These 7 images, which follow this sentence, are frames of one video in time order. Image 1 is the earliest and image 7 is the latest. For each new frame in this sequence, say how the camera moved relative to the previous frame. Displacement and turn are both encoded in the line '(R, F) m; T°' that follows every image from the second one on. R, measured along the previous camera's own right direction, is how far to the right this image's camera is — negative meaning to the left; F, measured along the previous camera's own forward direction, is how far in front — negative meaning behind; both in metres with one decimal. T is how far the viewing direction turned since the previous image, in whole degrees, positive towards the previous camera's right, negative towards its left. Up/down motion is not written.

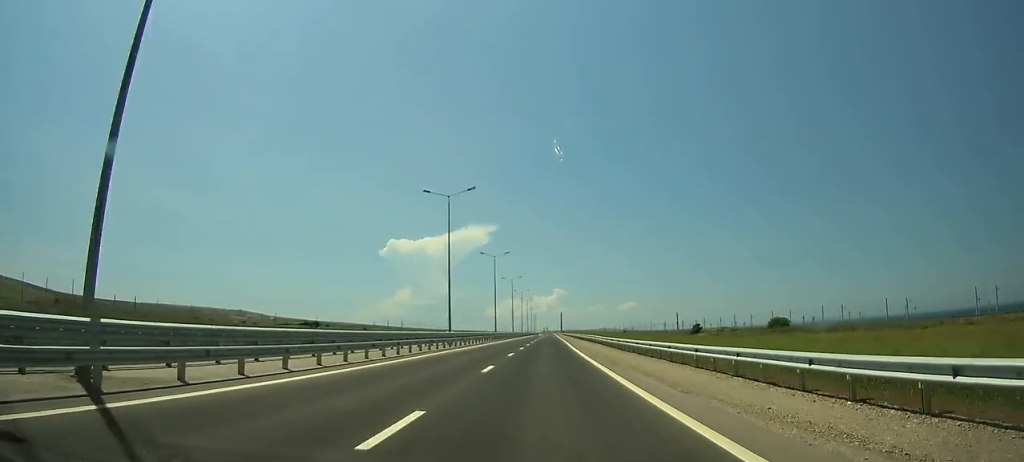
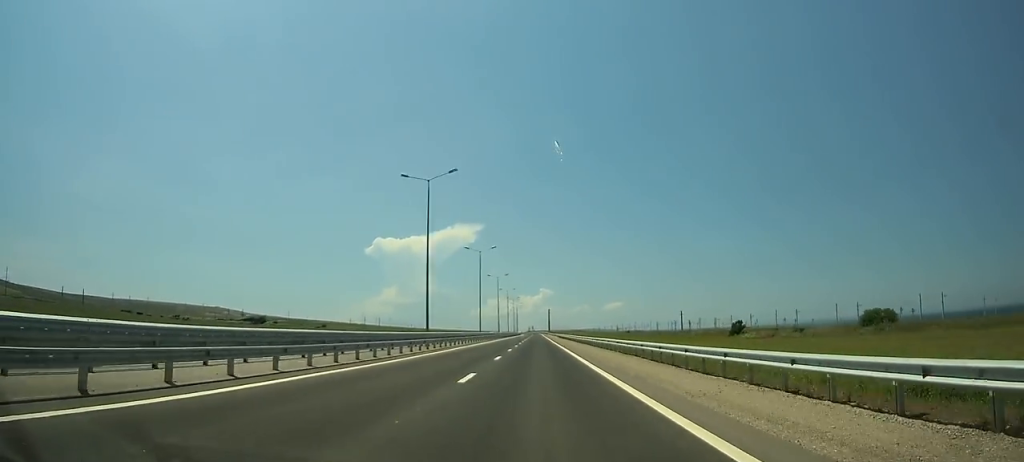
(+5.3, +87.5) m; +4°
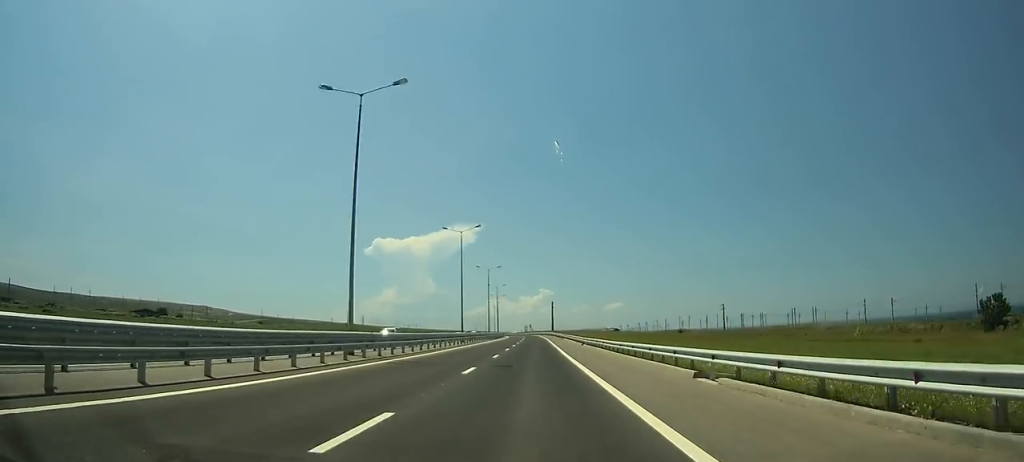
(+1.2, +140.9) m; -1°
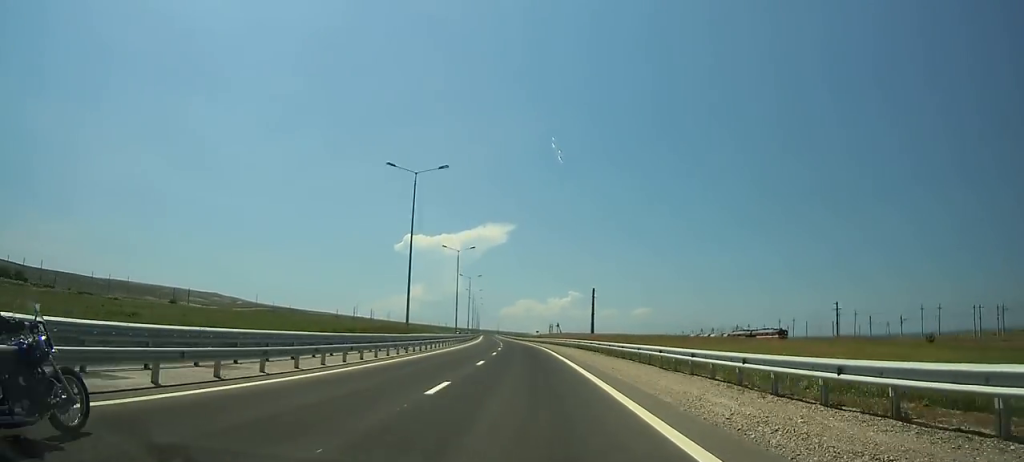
(-7.2, +150.9) m; -5°
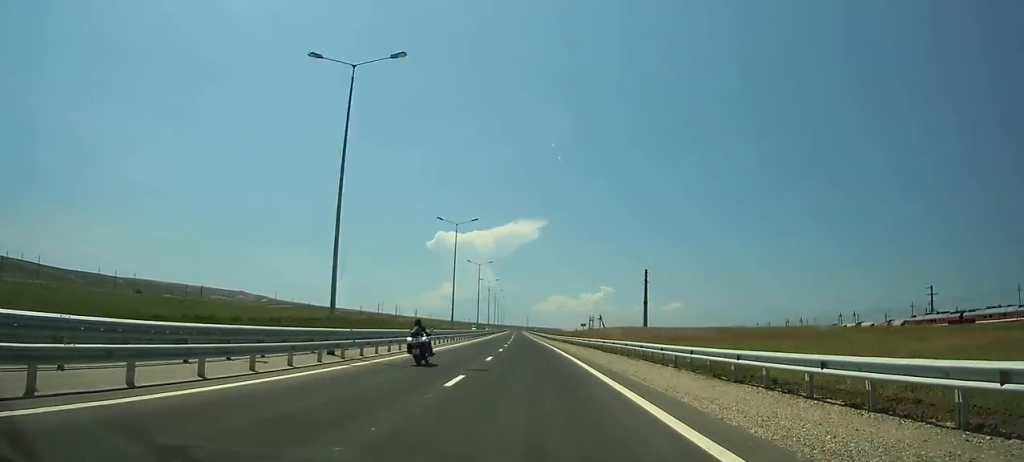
(0.0, +59.7) m; 0°
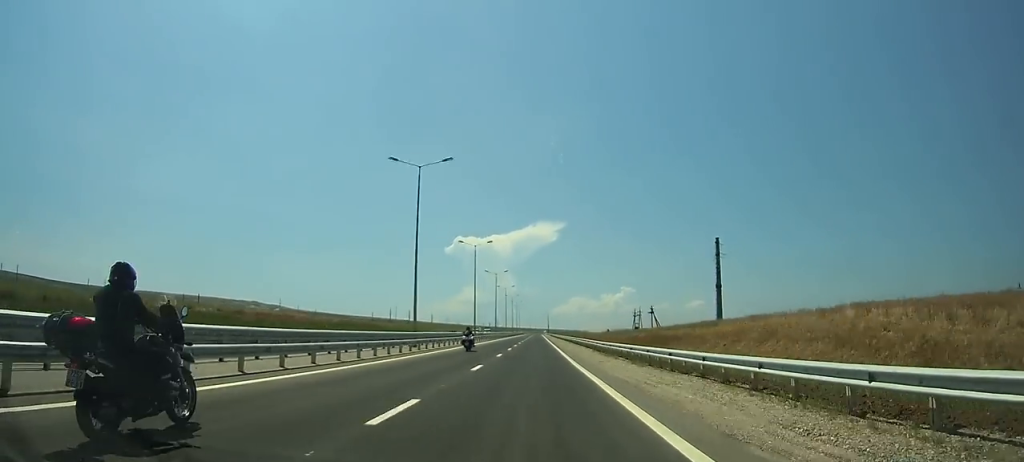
(0.0, +66.0) m; 0°
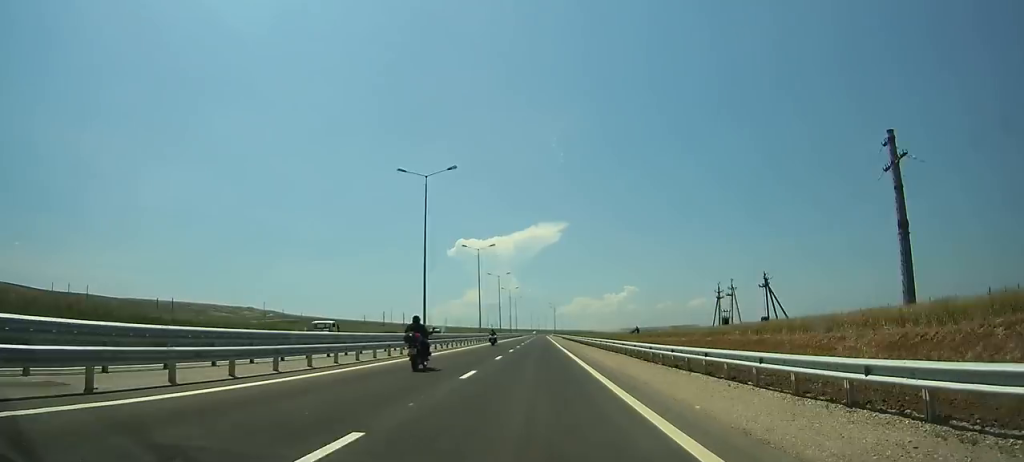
(0.0, +75.0) m; 0°
